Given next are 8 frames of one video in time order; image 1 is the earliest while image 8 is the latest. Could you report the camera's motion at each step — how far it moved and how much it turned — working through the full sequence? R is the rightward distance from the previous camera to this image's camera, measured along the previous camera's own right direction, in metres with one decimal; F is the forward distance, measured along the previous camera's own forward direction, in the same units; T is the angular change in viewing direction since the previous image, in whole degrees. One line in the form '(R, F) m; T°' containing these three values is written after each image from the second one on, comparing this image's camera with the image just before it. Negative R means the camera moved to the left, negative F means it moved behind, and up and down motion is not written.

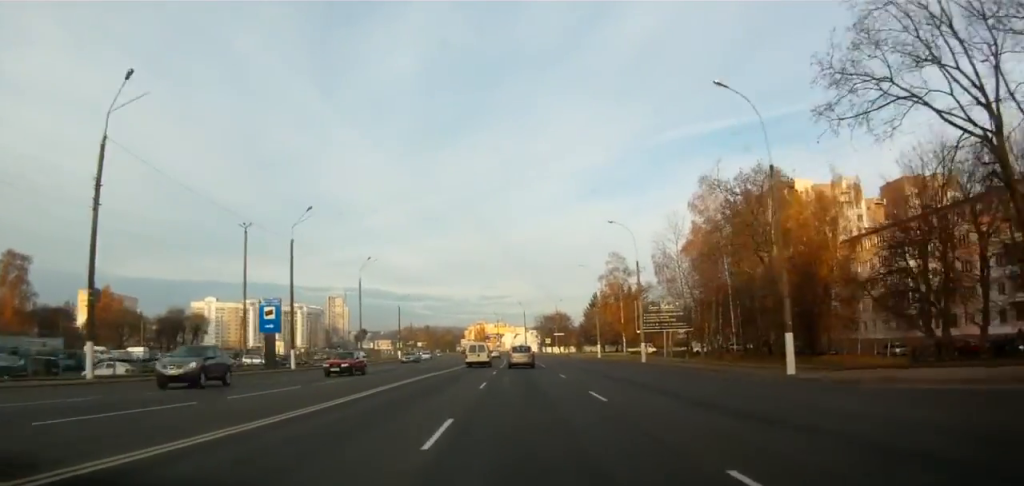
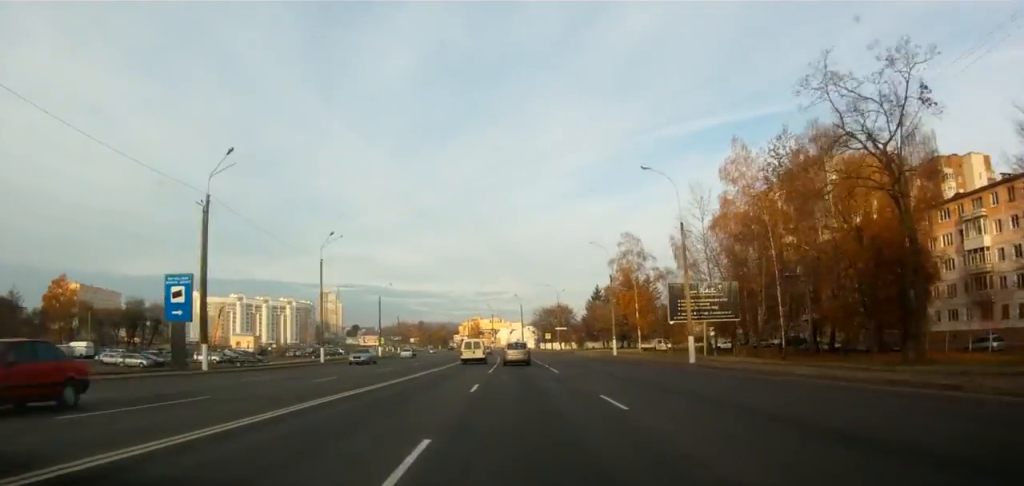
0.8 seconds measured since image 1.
(-0.1, +15.9) m; 0°
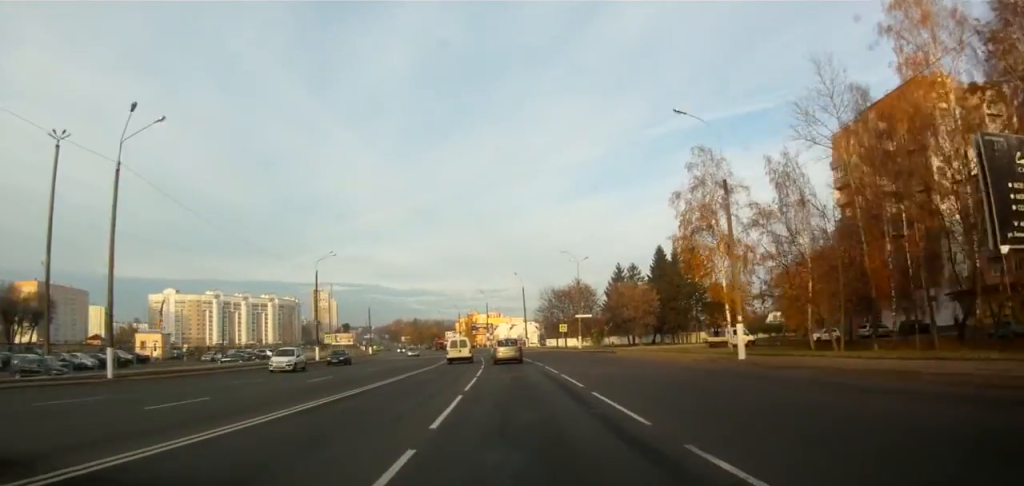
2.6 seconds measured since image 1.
(+0.3, +36.7) m; +1°
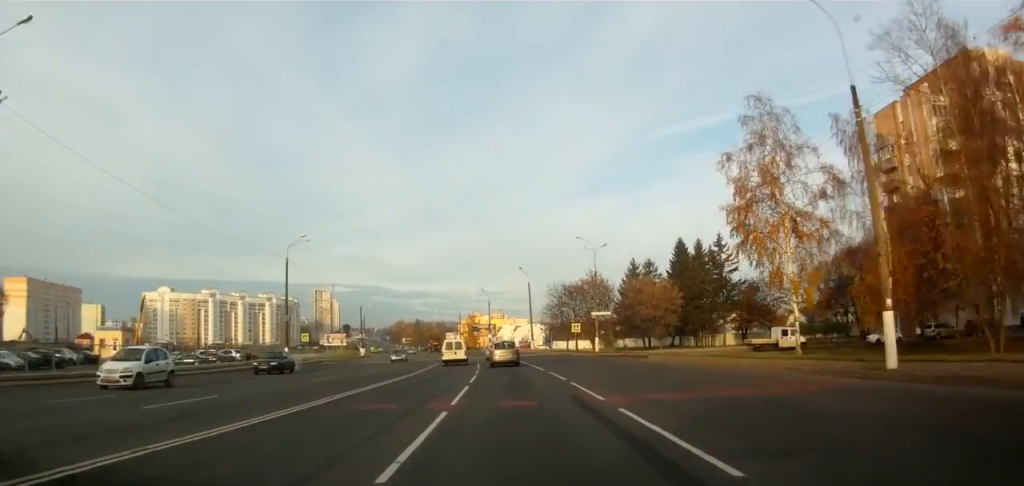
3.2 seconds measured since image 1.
(0.0, +12.0) m; 0°
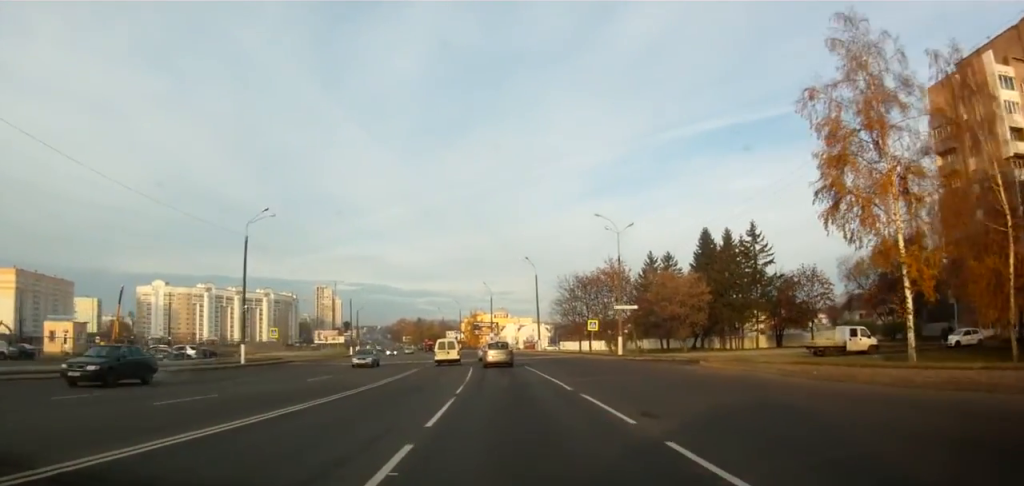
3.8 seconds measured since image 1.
(+0.1, +11.8) m; 0°
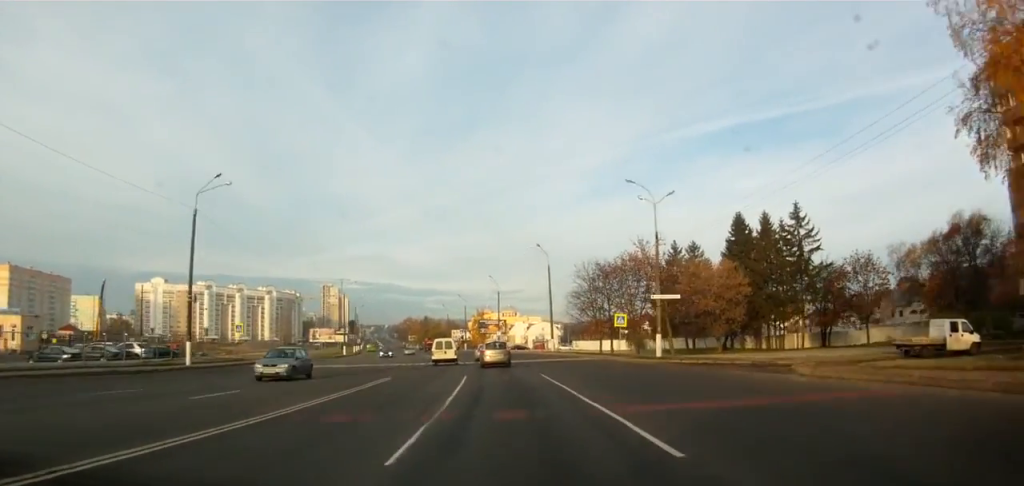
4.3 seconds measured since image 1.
(0.0, +10.9) m; 0°
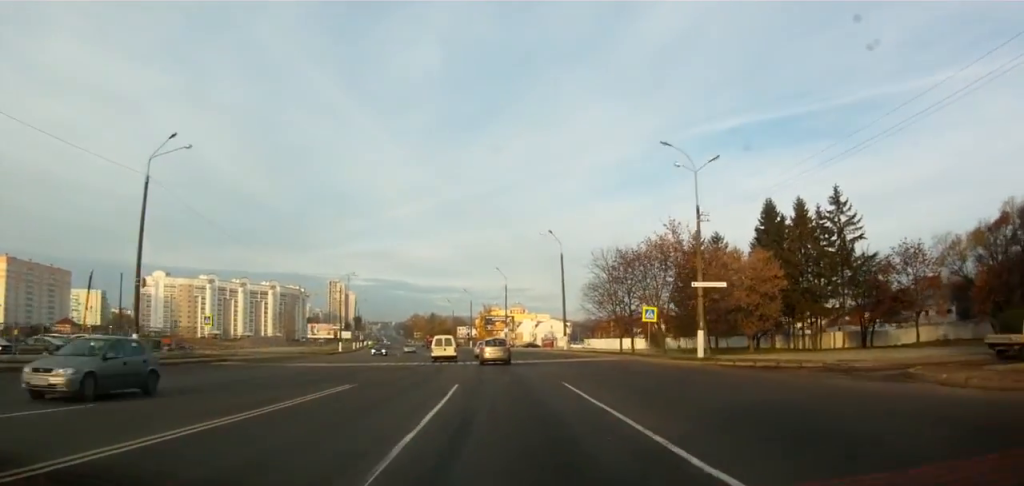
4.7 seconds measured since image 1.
(0.0, +7.7) m; -1°
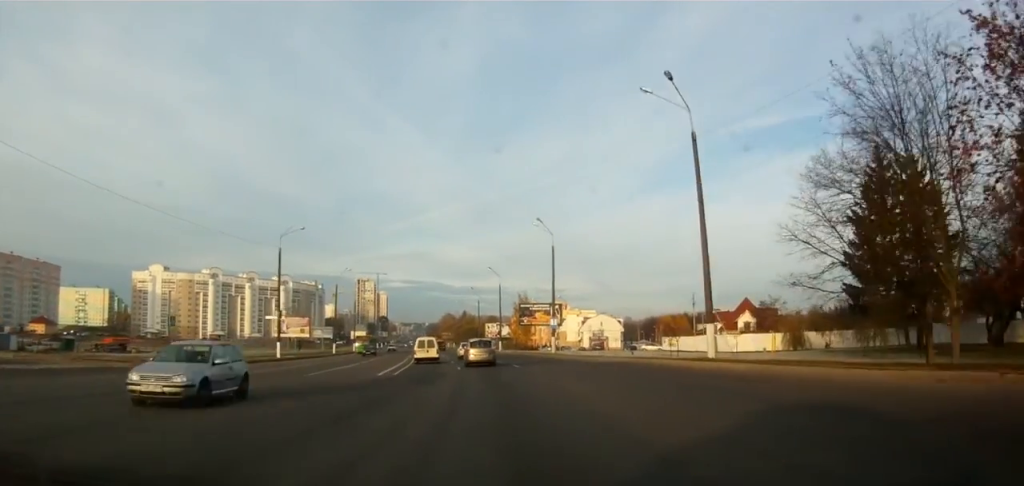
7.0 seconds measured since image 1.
(-1.9, +42.2) m; -5°
